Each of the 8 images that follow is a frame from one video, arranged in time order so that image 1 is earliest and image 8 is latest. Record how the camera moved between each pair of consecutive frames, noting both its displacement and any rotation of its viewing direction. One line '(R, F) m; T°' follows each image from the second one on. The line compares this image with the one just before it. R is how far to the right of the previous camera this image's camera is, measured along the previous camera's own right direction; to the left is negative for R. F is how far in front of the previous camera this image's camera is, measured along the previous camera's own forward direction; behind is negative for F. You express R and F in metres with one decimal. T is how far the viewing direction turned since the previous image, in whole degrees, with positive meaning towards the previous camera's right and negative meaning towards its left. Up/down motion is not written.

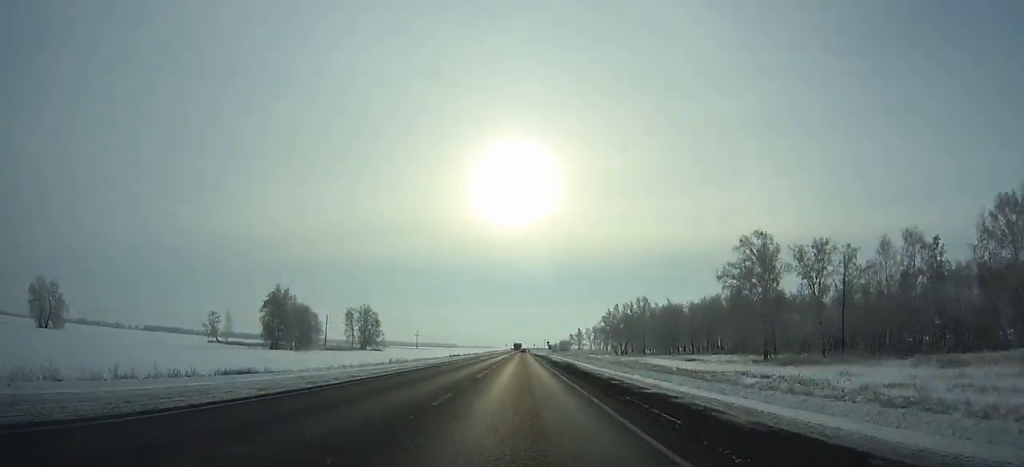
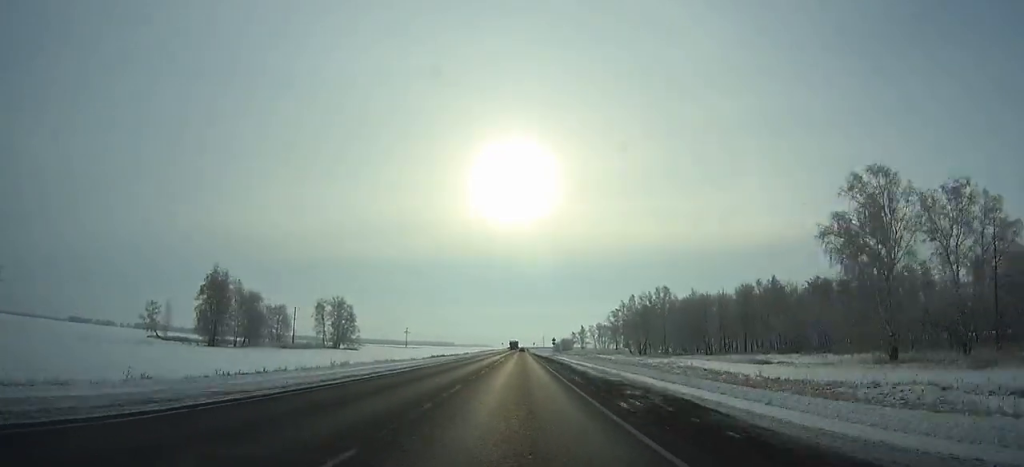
(+0.1, +32.4) m; 0°
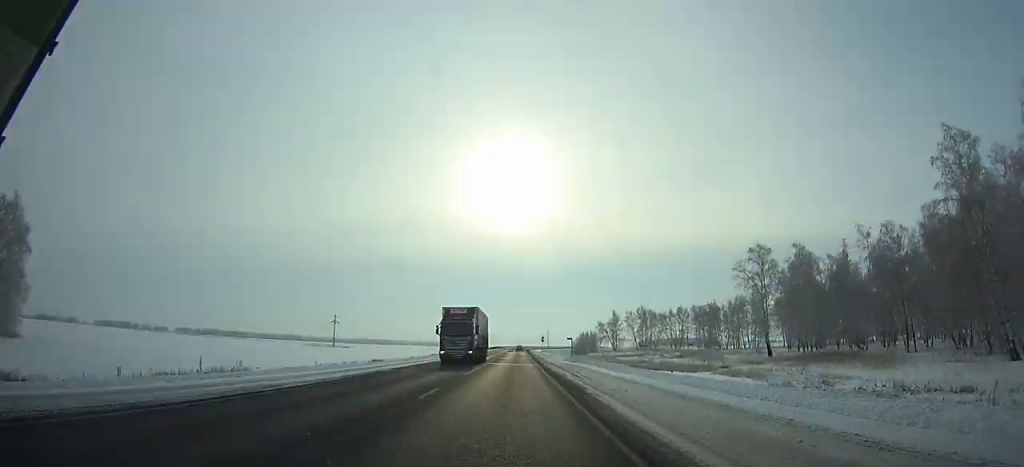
(+0.3, +143.3) m; 0°
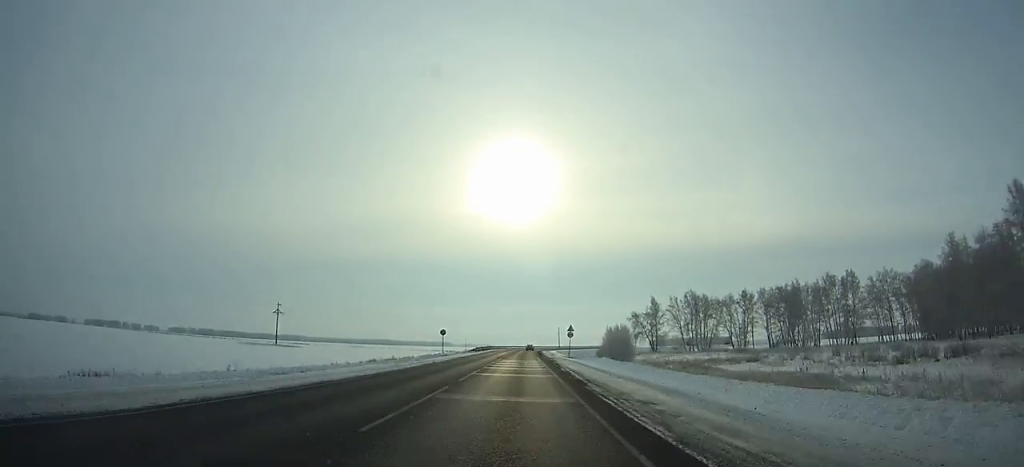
(0.0, +61.5) m; +1°
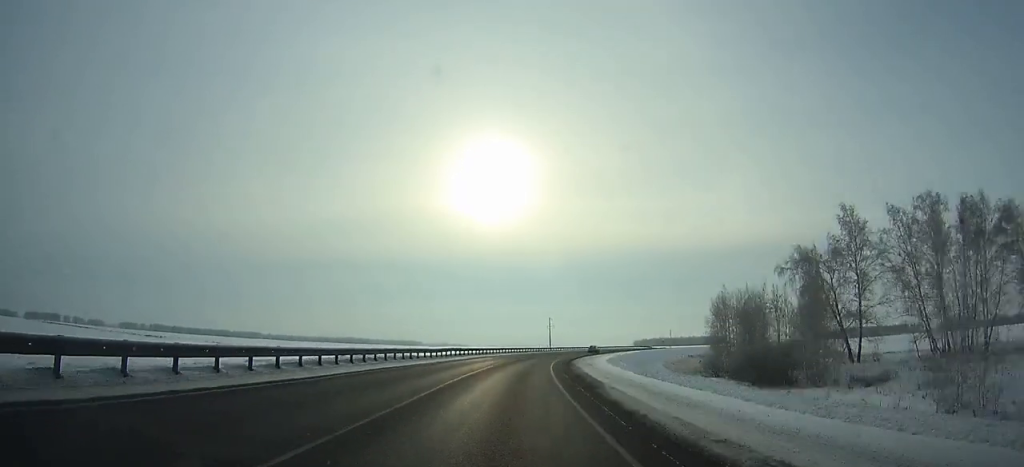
(+2.6, +115.1) m; +6°
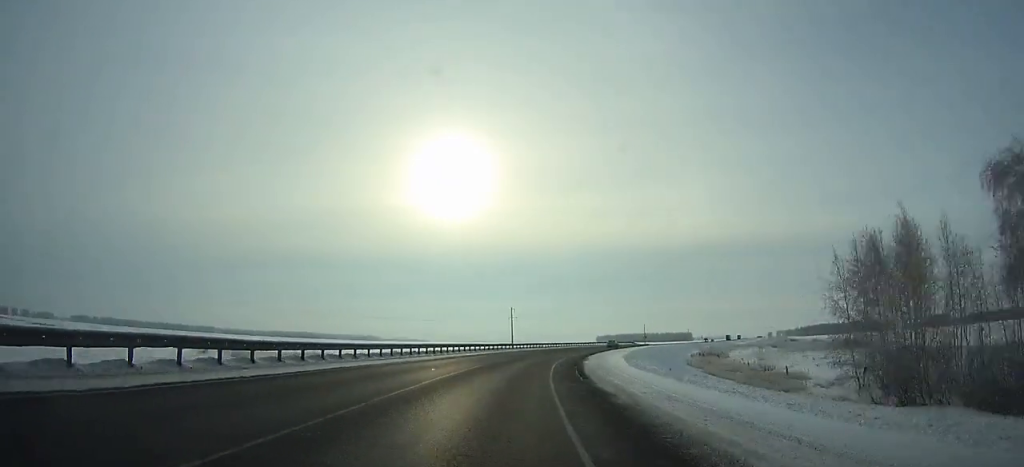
(+2.4, +37.0) m; +5°
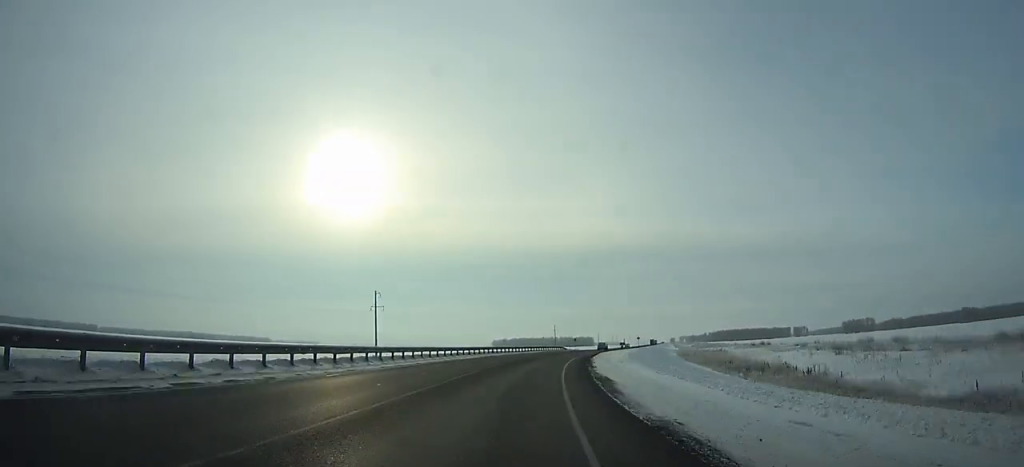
(+4.7, +61.2) m; +8°
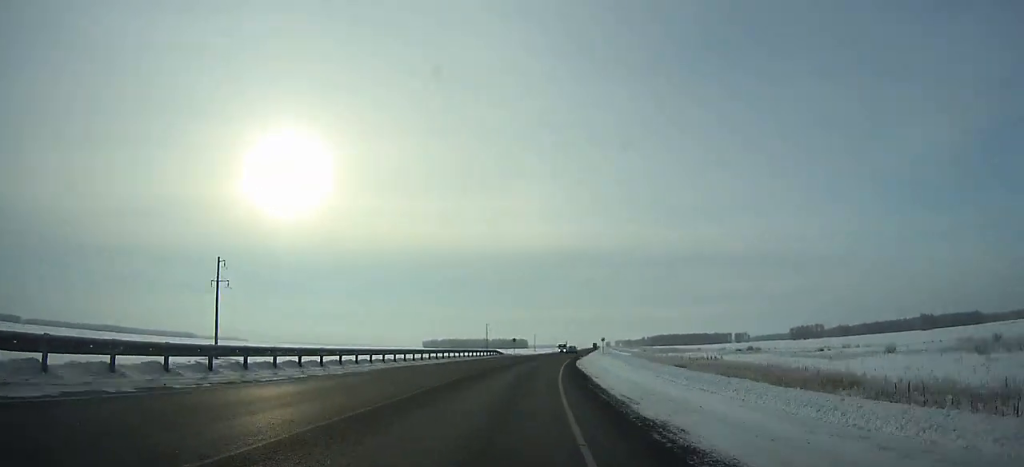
(+1.6, +40.5) m; +5°
